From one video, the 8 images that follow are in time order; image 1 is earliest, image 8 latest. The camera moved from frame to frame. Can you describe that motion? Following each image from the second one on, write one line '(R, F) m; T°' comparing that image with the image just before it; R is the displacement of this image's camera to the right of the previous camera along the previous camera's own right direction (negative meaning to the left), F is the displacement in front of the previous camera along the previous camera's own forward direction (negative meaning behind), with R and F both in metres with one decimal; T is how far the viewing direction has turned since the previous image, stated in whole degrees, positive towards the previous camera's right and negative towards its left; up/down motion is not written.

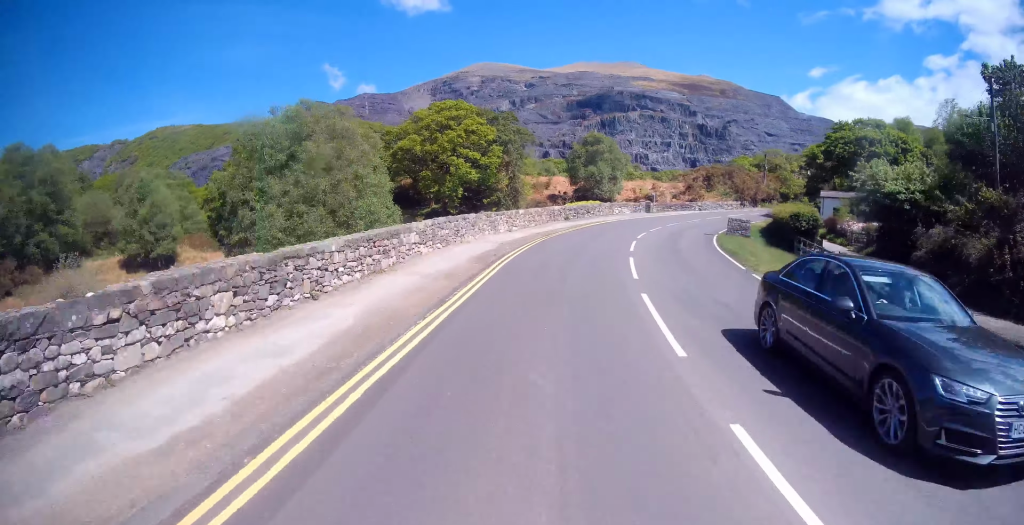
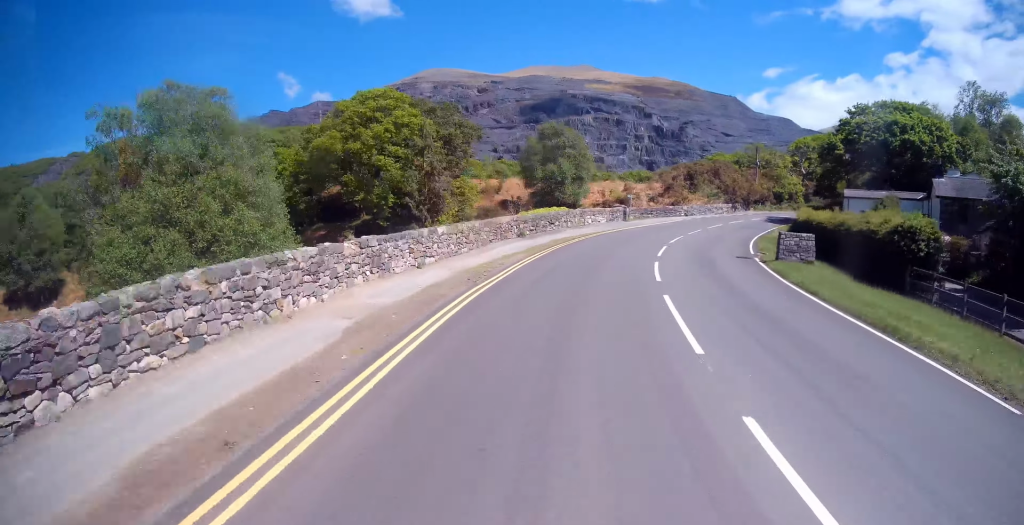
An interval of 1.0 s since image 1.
(+0.2, +12.7) m; +2°
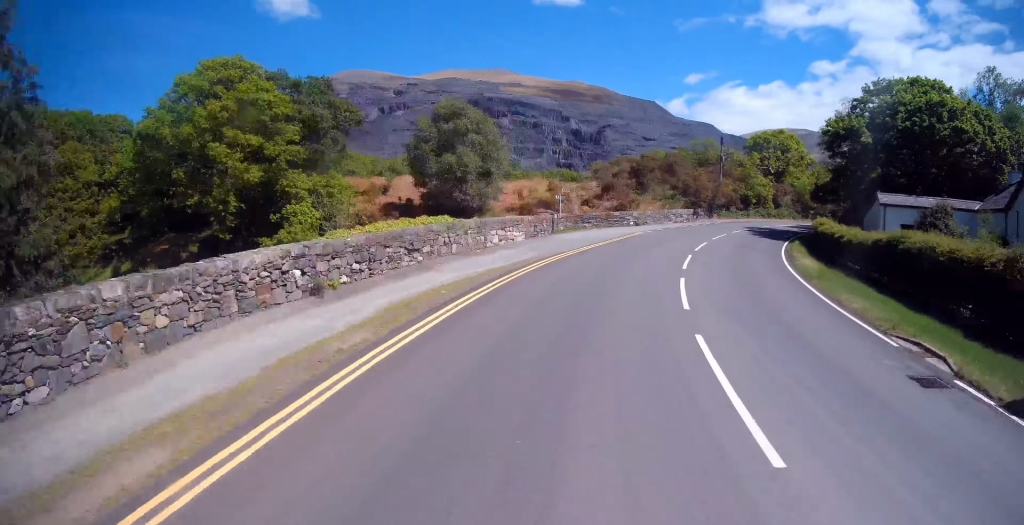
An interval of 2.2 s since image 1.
(+0.4, +15.5) m; +6°
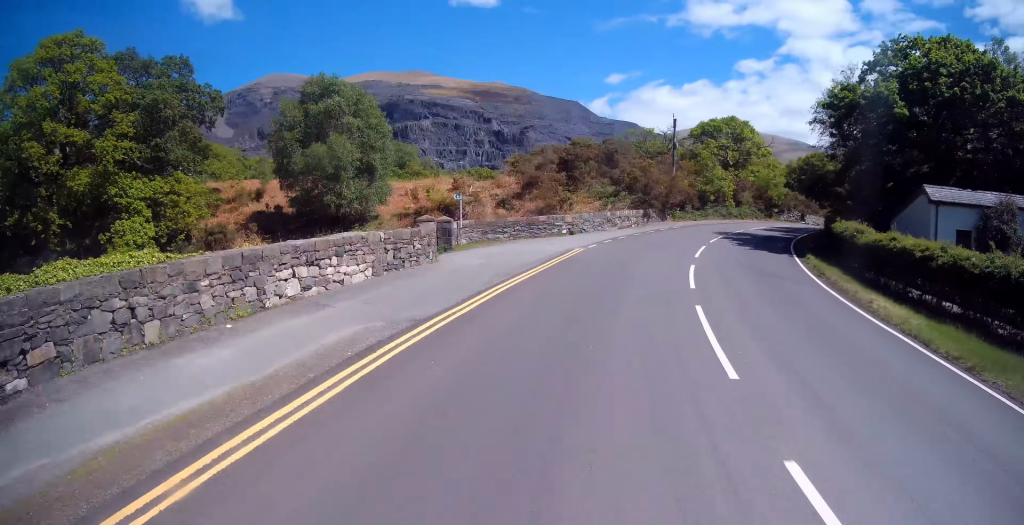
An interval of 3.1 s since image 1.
(+0.6, +10.6) m; +7°
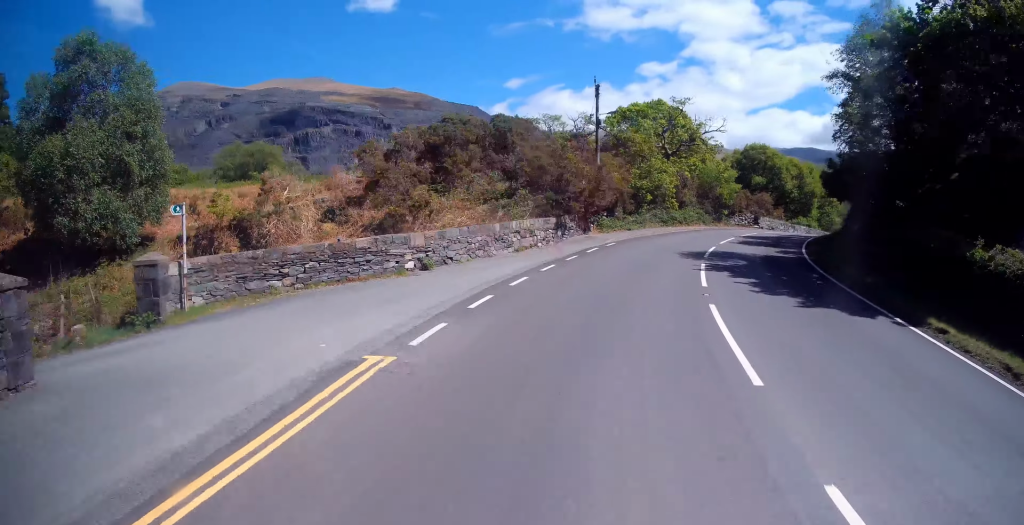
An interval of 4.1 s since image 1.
(+1.1, +13.1) m; +10°
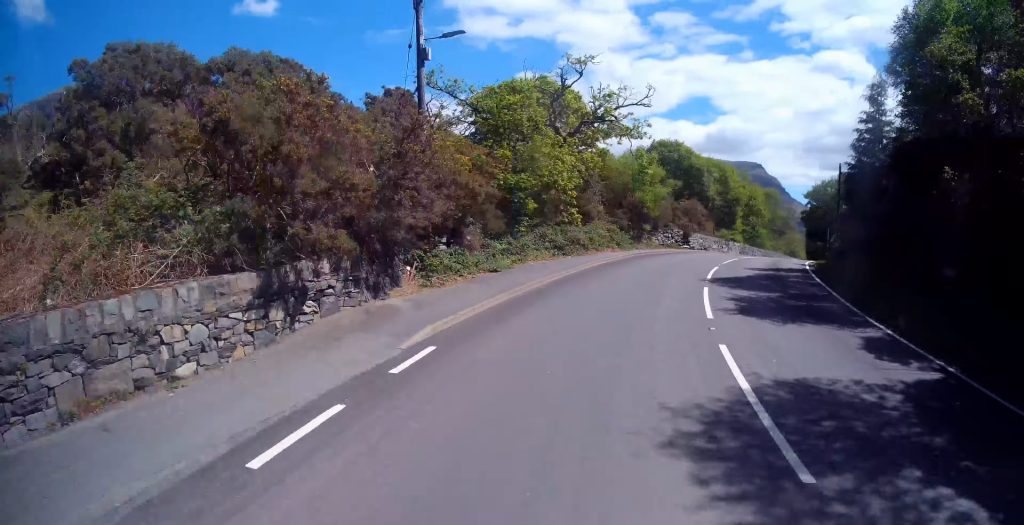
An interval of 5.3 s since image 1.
(+1.5, +14.0) m; +11°
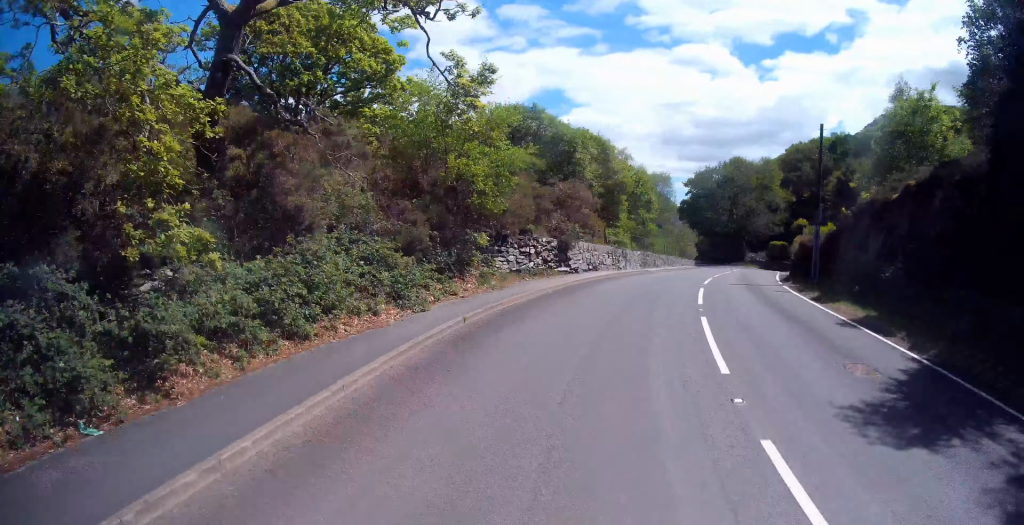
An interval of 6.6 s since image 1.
(+1.1, +15.3) m; +11°
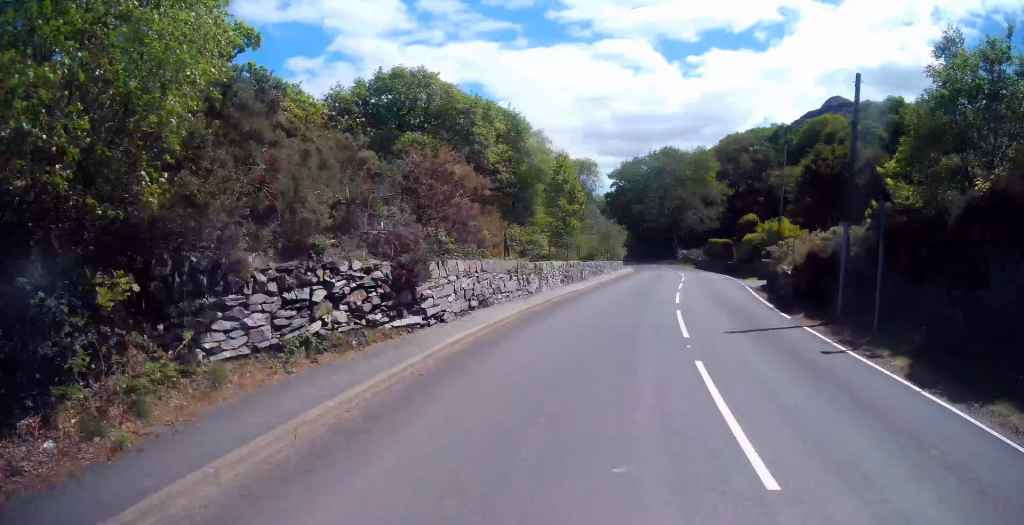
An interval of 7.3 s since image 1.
(+0.9, +8.4) m; +9°
